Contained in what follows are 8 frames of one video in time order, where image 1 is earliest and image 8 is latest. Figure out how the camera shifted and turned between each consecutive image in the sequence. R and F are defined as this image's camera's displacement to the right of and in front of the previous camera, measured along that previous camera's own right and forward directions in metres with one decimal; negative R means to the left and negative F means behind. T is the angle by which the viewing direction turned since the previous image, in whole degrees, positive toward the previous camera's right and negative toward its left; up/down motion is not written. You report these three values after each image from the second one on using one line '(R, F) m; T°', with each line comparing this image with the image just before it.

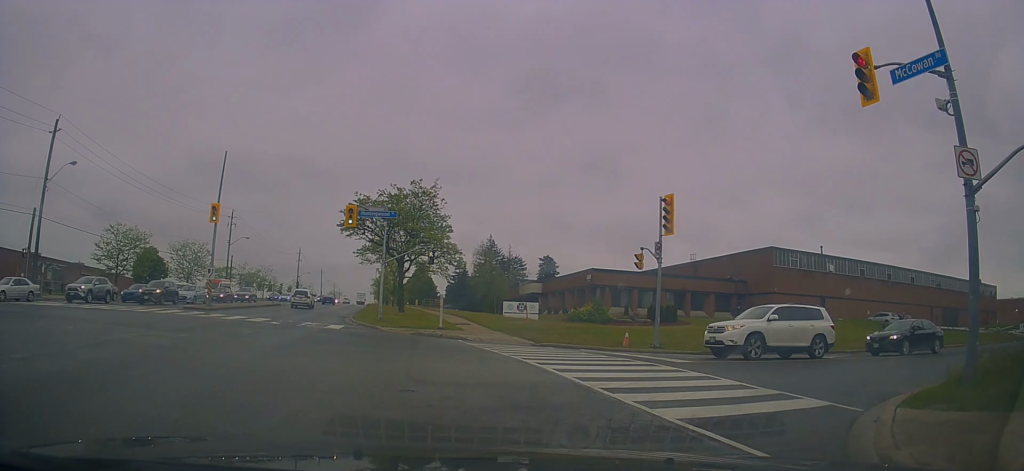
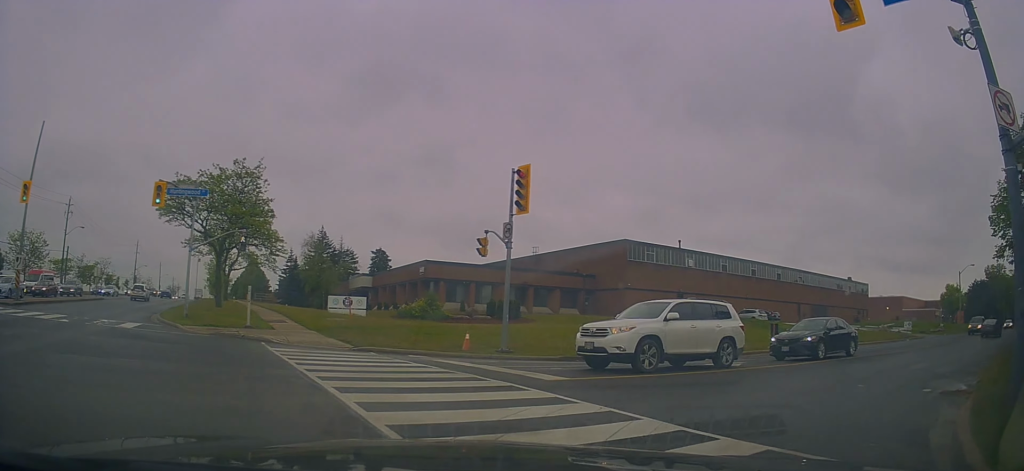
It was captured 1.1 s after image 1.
(+0.3, +4.0) m; +15°
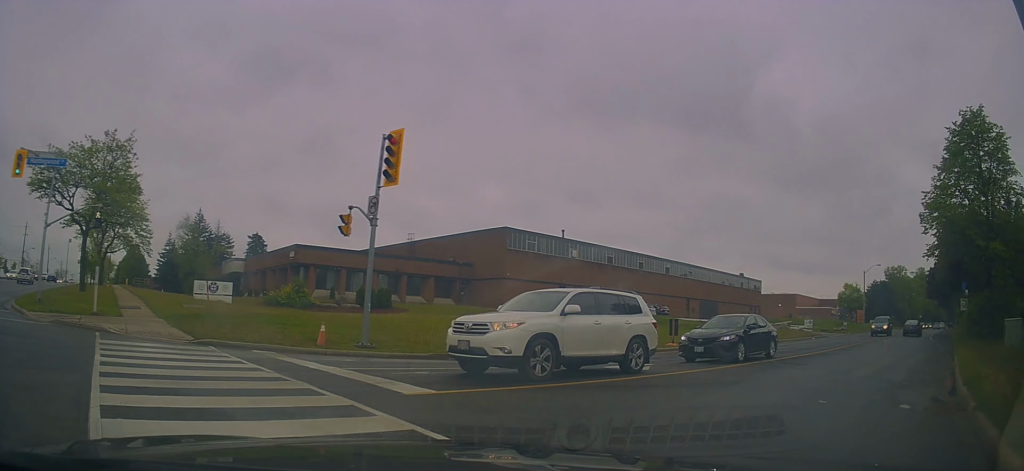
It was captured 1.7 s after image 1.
(+0.2, +2.3) m; +14°
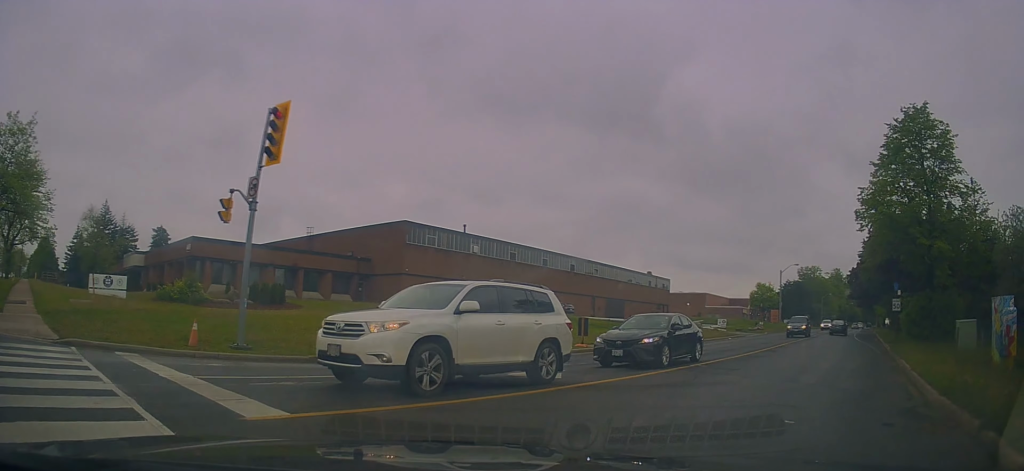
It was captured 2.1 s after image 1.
(-0.1, +1.7) m; +12°
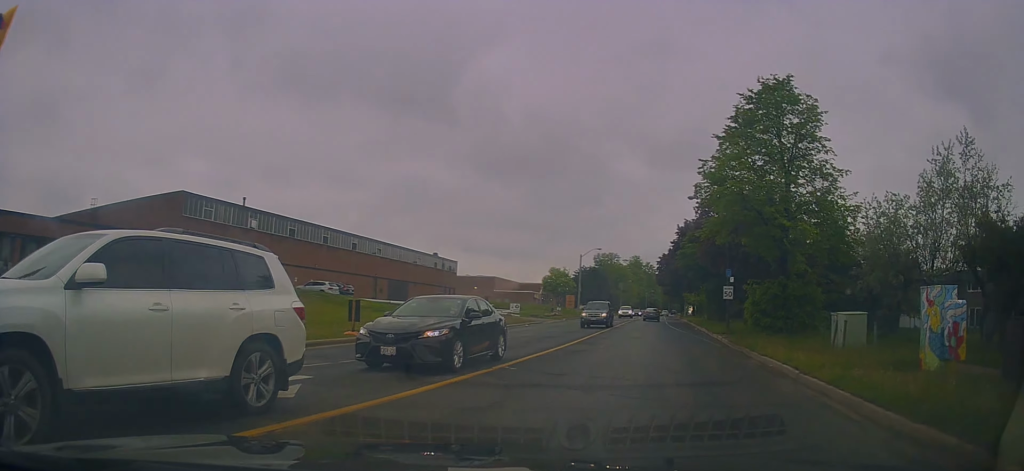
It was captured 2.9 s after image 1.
(+1.0, +3.6) m; +24°
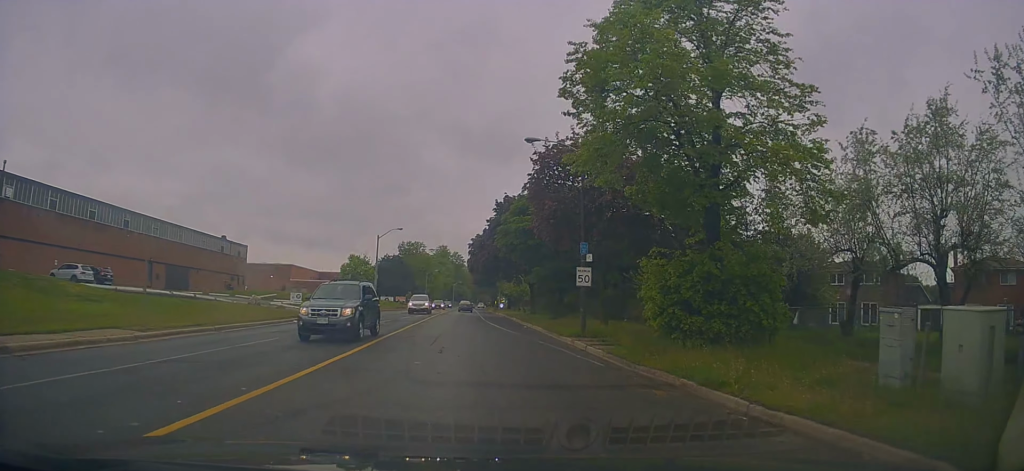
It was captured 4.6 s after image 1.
(+2.4, +9.2) m; +15°
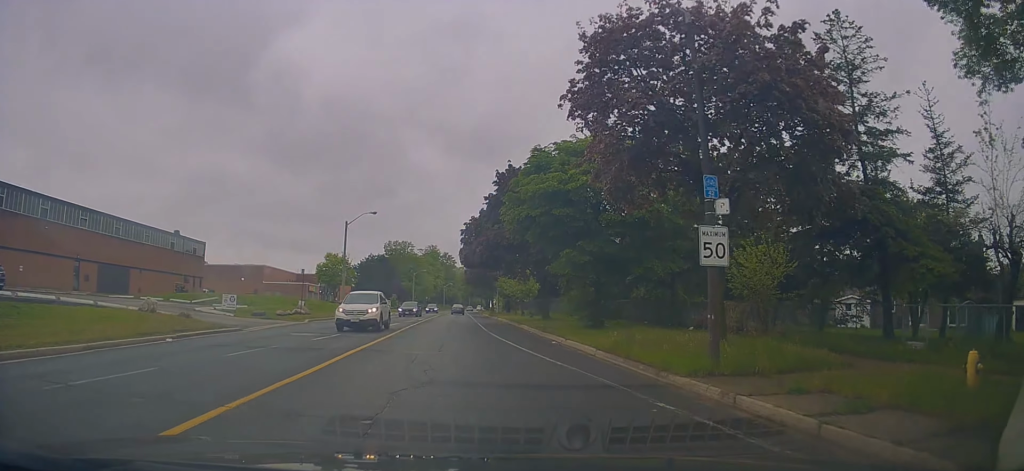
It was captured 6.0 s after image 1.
(-0.8, +11.5) m; -2°
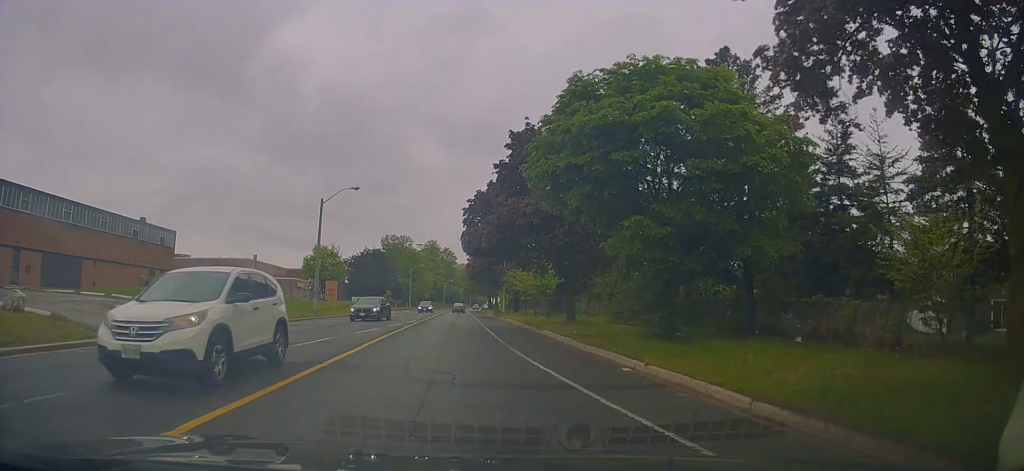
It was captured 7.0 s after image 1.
(+0.4, +8.6) m; +2°
